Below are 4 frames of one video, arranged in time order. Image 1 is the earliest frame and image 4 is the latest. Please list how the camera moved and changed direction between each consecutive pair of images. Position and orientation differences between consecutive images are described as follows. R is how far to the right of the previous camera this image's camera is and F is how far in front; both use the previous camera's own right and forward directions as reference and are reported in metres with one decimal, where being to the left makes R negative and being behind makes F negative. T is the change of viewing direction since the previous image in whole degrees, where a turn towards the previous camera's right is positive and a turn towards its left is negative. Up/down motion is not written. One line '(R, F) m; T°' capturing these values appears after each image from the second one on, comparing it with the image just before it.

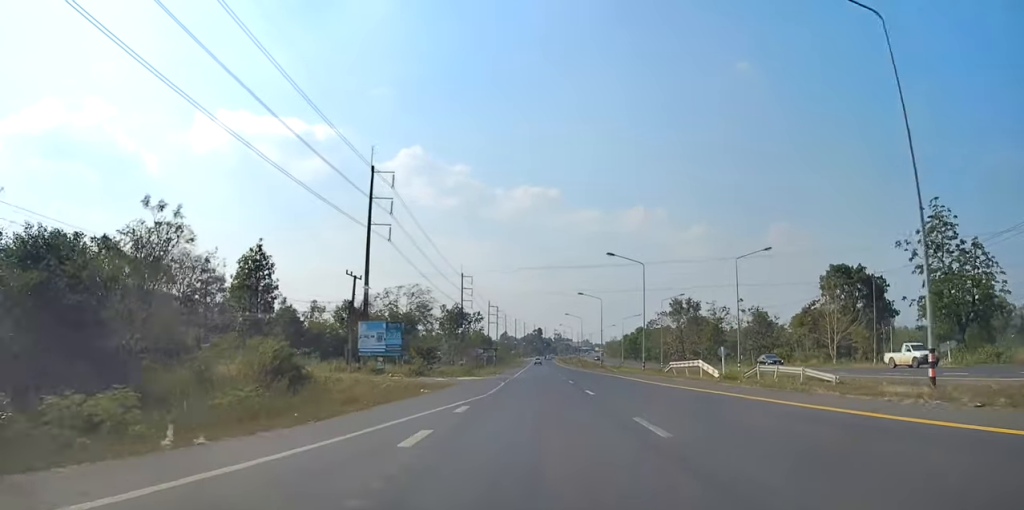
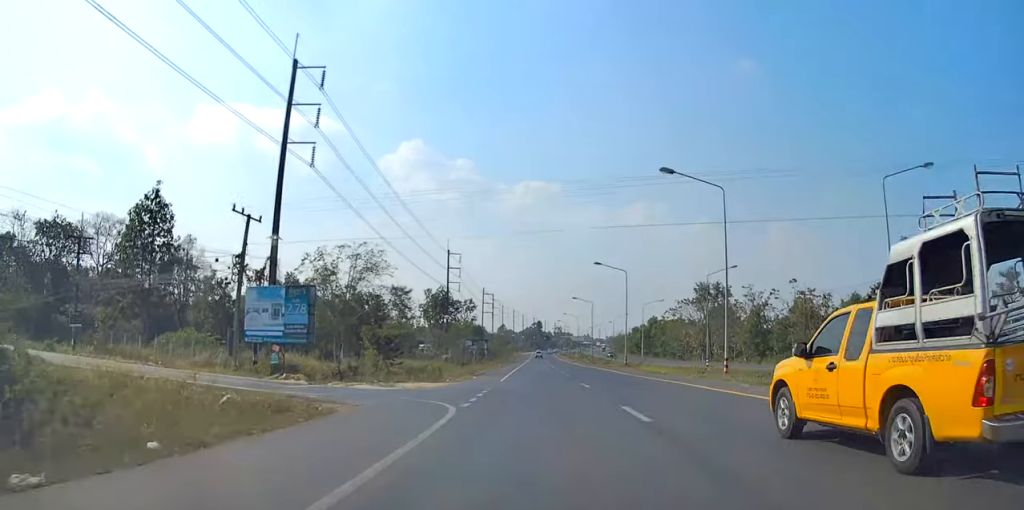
(+0.1, +22.4) m; 0°
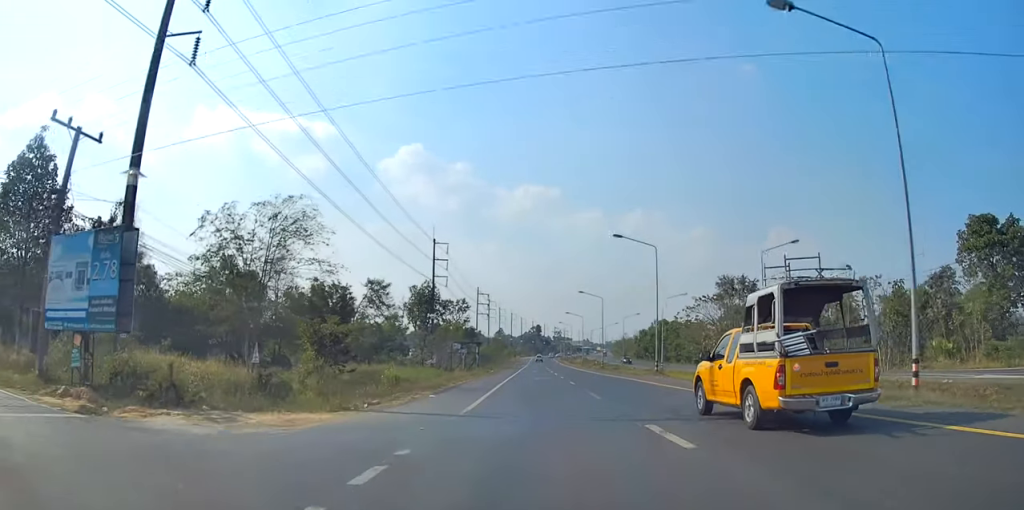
(0.0, +15.1) m; 0°
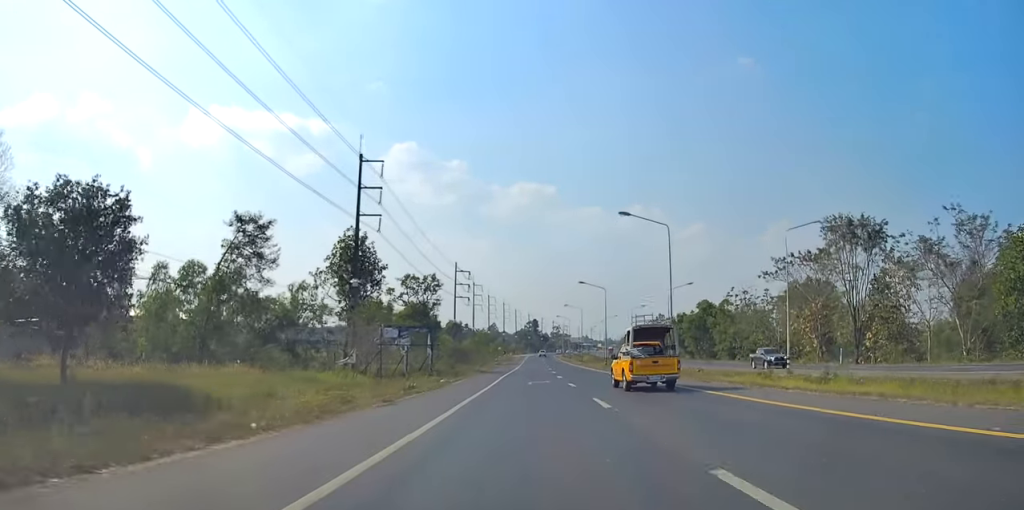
(-0.4, +41.5) m; -1°
